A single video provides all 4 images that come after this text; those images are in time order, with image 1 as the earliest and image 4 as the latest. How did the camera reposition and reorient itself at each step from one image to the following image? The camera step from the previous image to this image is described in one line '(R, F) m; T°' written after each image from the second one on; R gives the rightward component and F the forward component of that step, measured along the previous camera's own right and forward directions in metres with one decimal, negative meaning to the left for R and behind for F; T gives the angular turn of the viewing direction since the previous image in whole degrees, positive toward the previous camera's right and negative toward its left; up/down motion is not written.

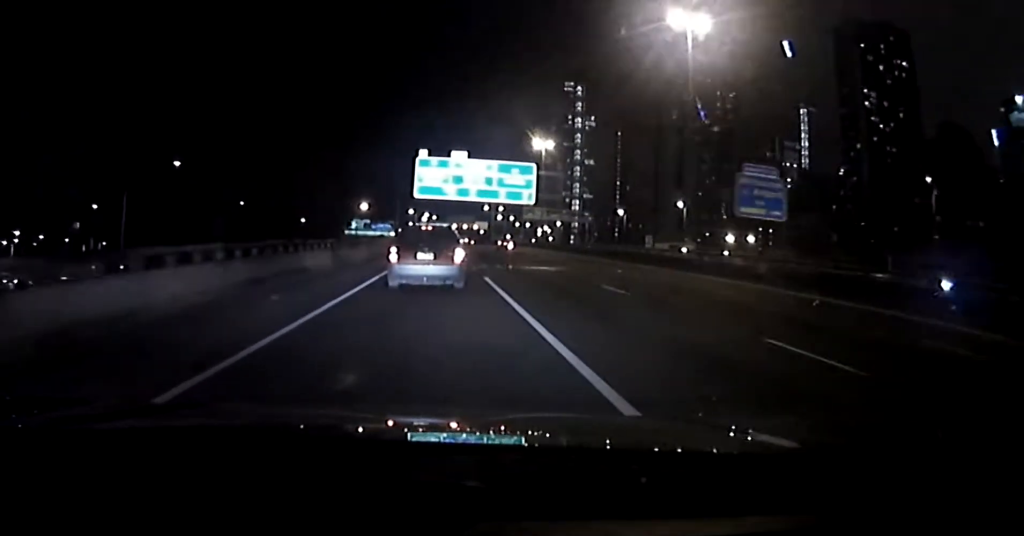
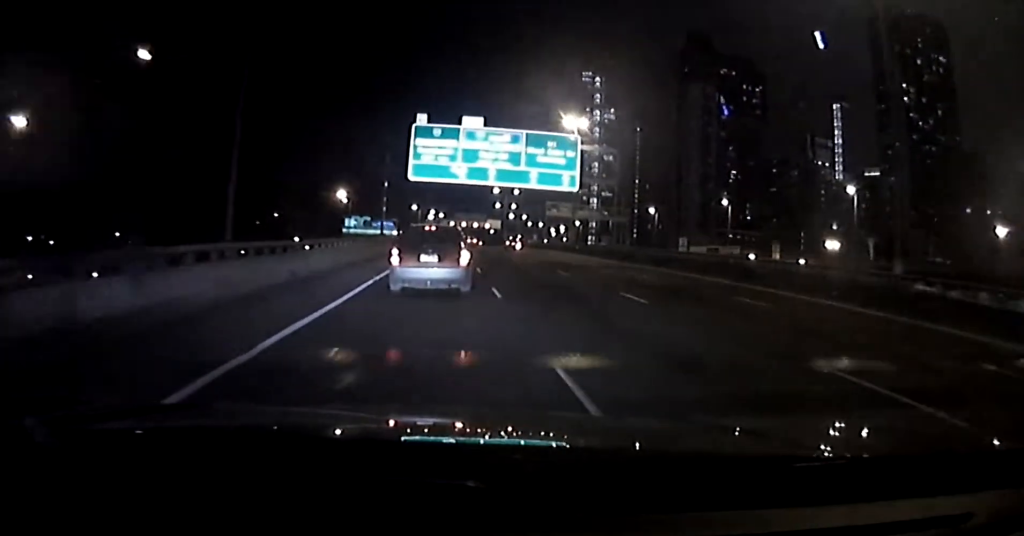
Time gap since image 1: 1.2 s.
(-0.9, +27.7) m; -2°
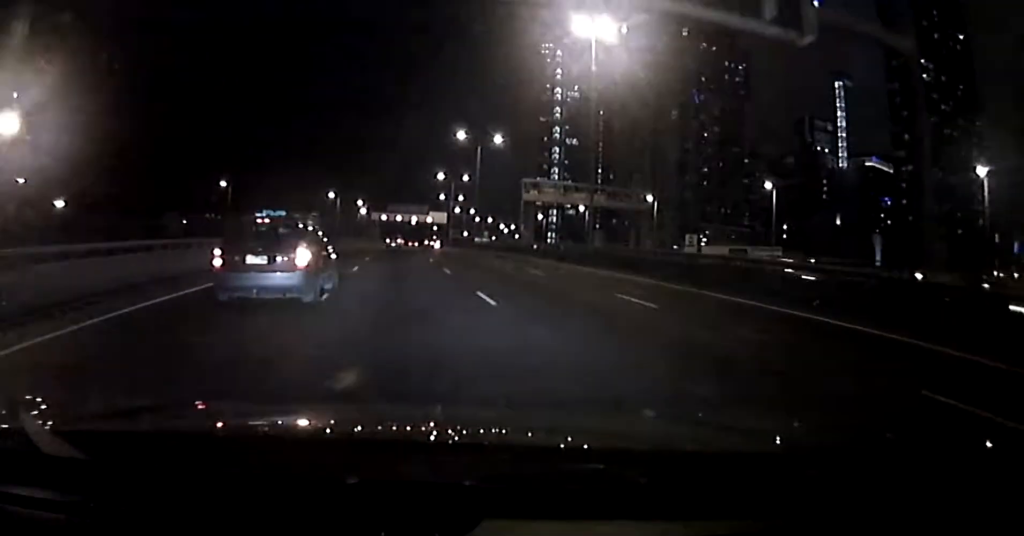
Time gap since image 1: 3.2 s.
(+0.1, +49.3) m; 0°
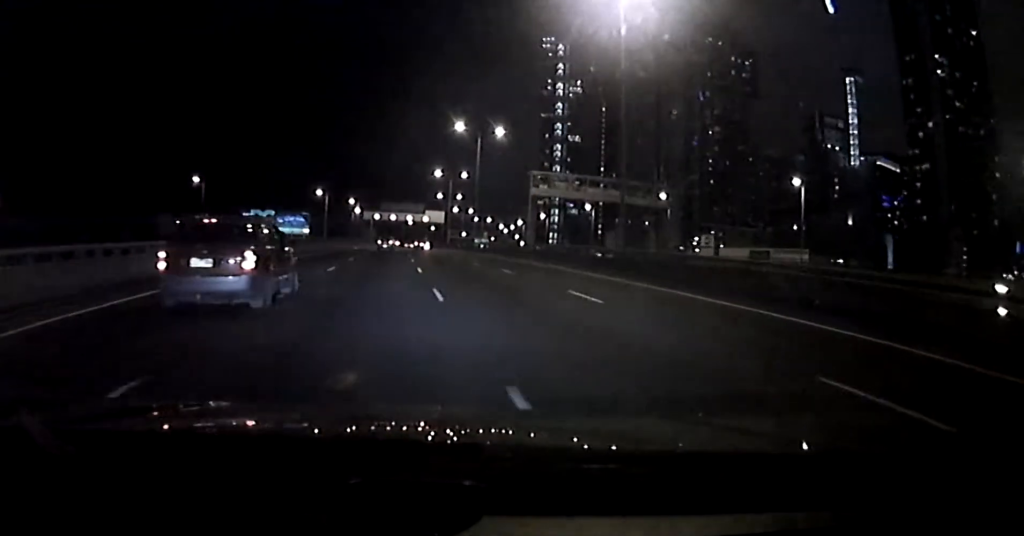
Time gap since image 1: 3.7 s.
(0.0, +10.3) m; 0°
